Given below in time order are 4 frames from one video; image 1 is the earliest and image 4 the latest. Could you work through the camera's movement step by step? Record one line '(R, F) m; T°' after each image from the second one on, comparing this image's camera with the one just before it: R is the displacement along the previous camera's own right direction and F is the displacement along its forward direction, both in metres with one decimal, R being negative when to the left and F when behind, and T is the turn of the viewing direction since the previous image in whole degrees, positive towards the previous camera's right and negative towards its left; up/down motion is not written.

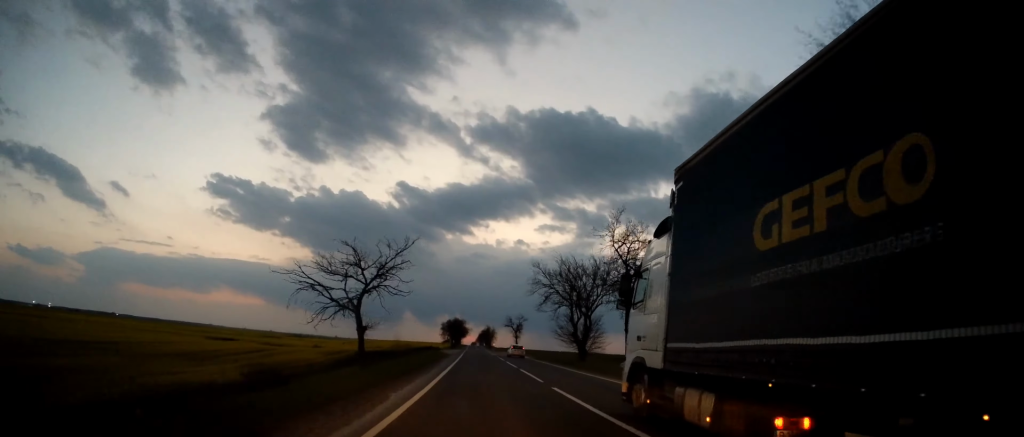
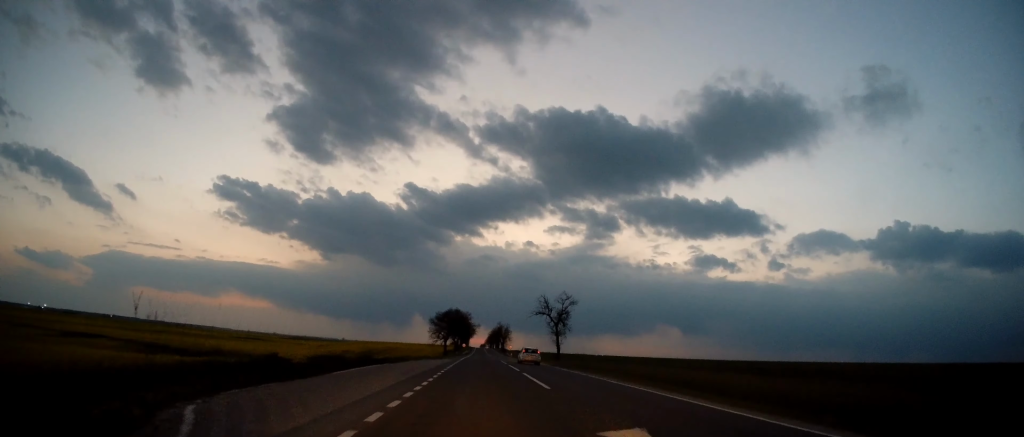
(-0.4, +56.7) m; -1°
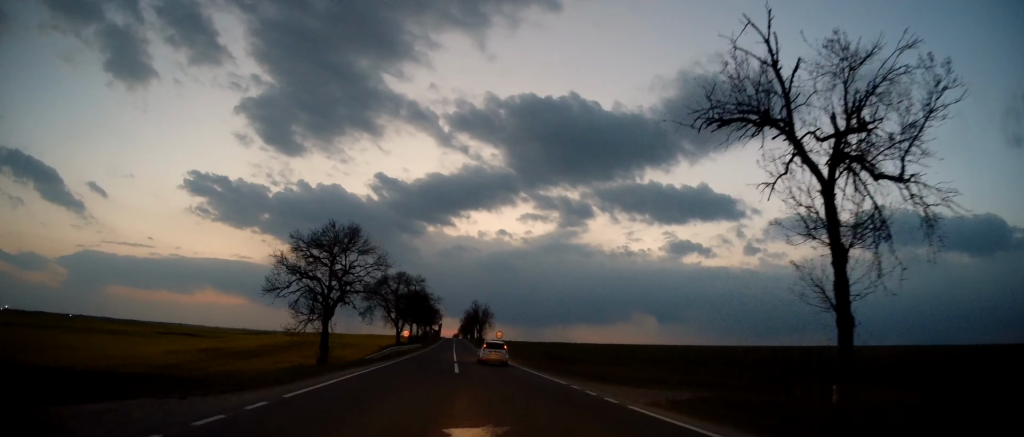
(+0.1, +61.4) m; +1°
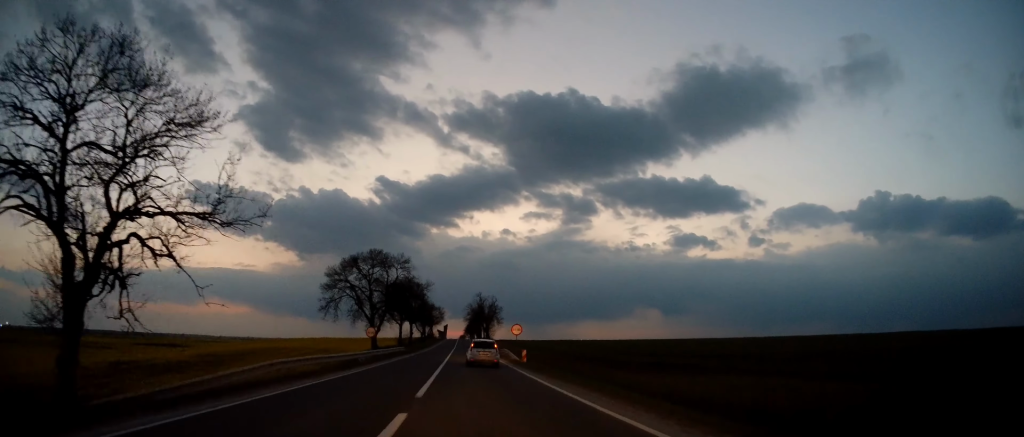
(+0.7, +22.5) m; +1°
